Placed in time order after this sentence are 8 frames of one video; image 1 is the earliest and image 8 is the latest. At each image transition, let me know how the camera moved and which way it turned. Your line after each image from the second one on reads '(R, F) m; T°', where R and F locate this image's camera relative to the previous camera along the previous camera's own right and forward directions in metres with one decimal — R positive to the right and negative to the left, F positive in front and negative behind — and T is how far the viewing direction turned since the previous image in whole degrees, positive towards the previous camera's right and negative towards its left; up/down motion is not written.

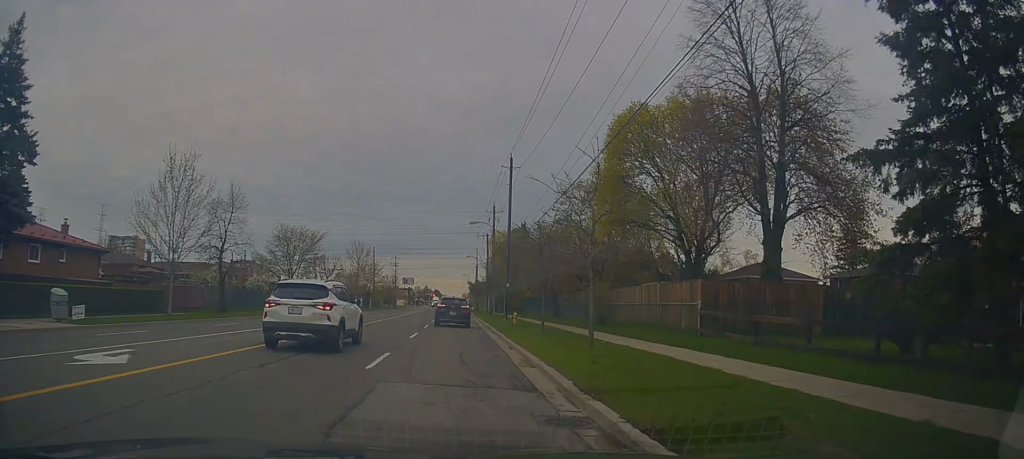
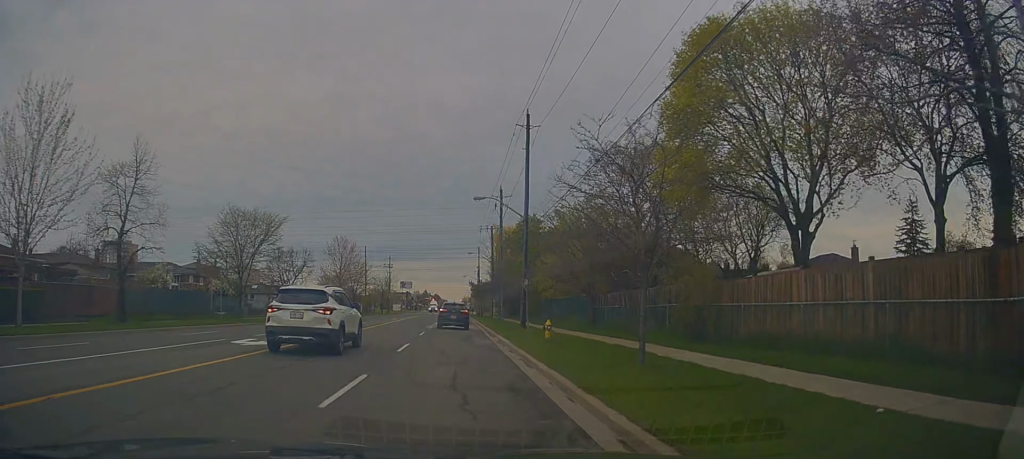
(+0.6, +12.3) m; 0°
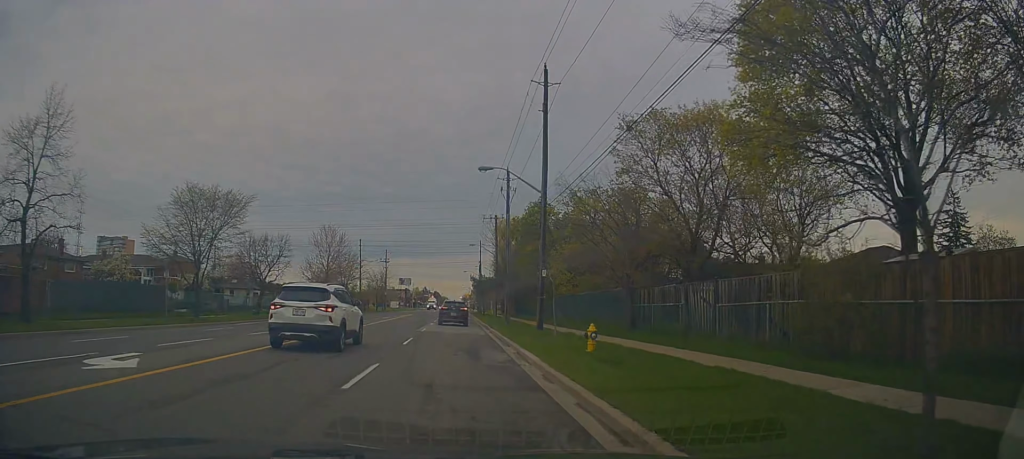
(-0.3, +7.2) m; -1°
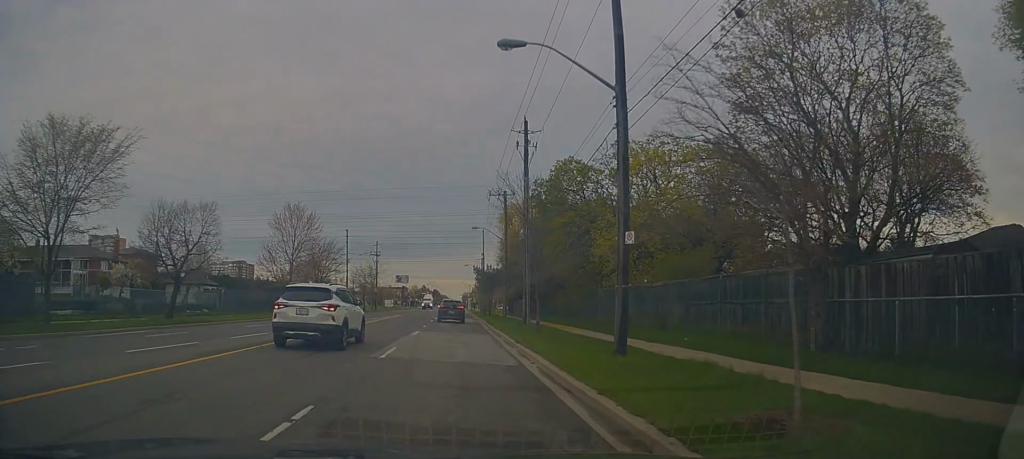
(-0.3, +13.8) m; -1°
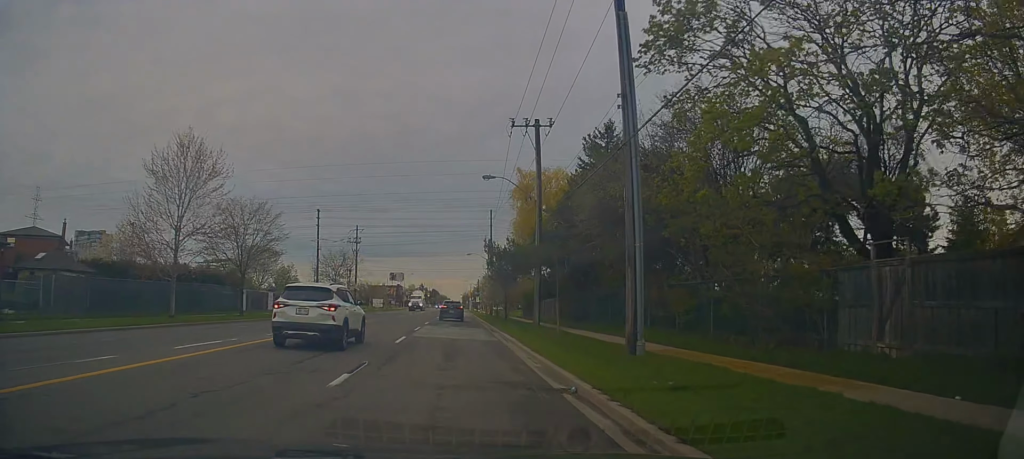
(-0.2, +22.5) m; 0°
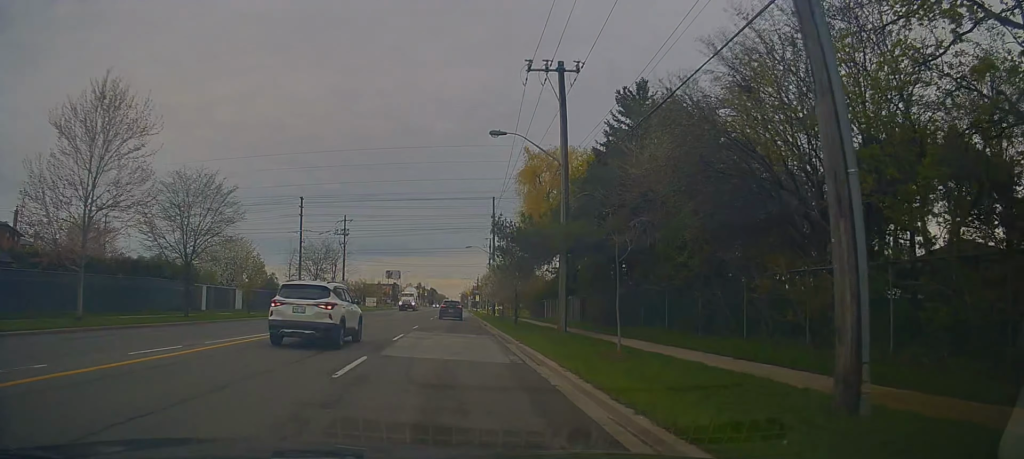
(-0.1, +8.1) m; +2°
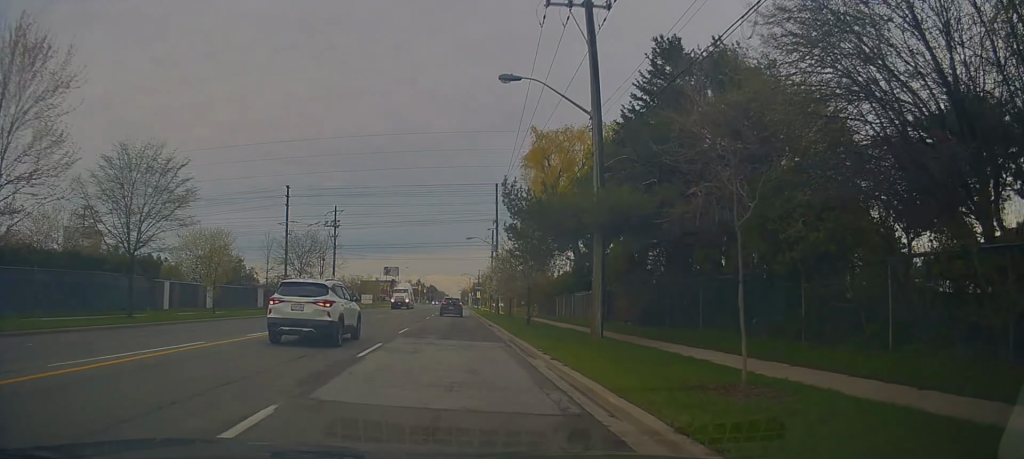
(+0.1, +6.1) m; 0°
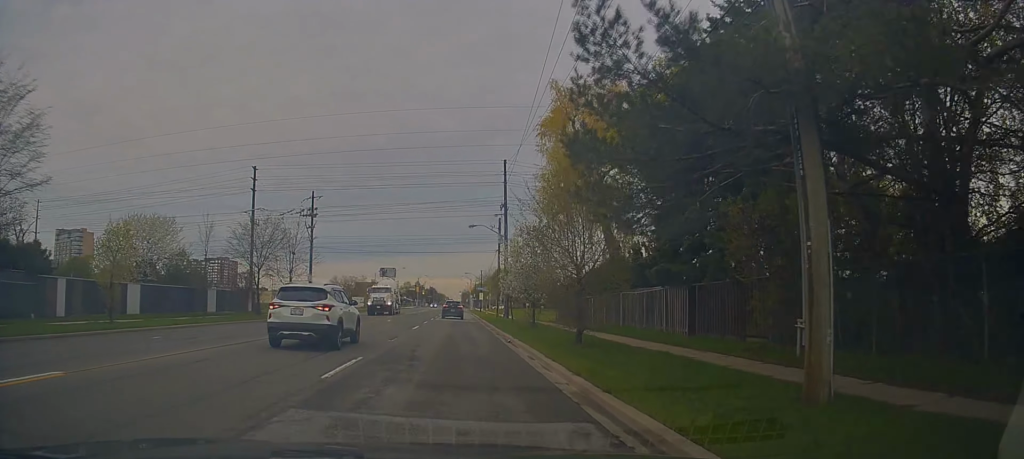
(+0.5, +11.4) m; -2°
